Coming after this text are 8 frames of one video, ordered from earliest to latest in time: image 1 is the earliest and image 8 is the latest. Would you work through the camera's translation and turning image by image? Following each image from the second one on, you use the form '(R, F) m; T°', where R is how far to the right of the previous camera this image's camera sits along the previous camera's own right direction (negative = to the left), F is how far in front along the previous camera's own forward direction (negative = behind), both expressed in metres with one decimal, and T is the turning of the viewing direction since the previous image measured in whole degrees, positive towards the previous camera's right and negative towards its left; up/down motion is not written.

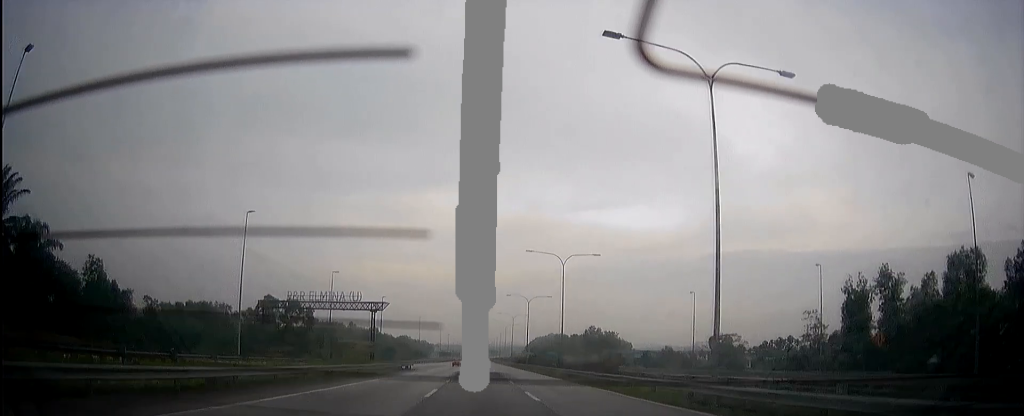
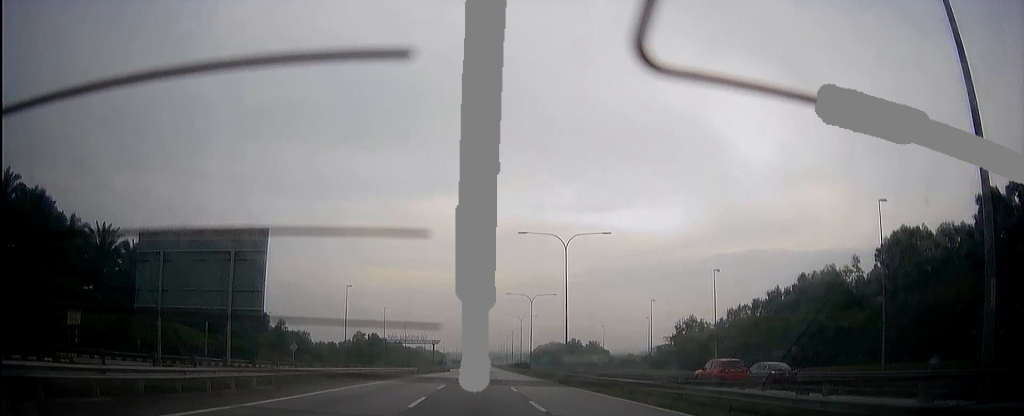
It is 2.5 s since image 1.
(+0.5, +67.7) m; +1°
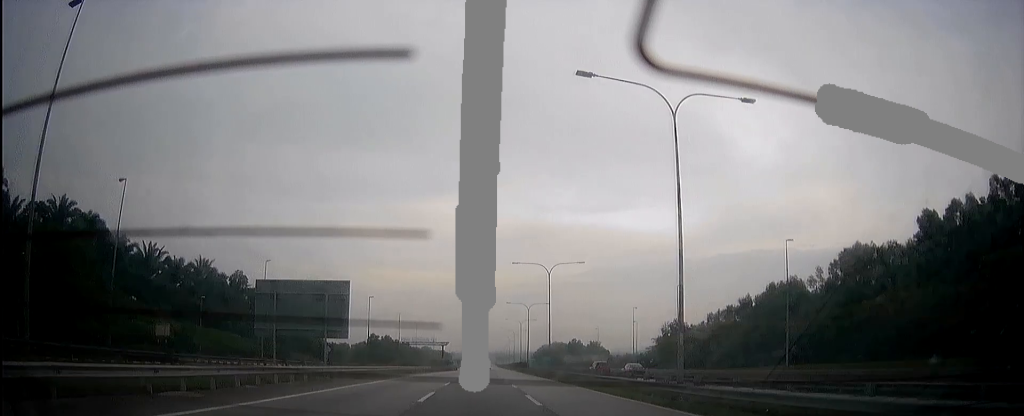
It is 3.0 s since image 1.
(0.0, +15.5) m; +1°
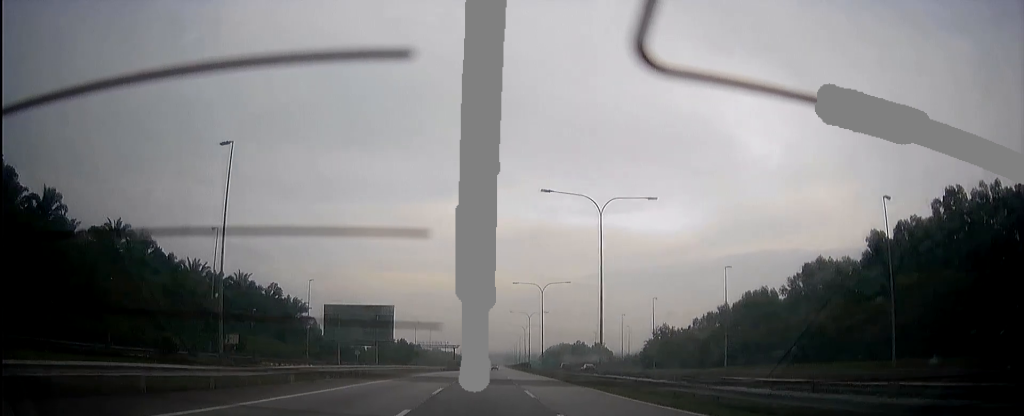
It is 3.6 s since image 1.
(+0.1, +15.5) m; +1°
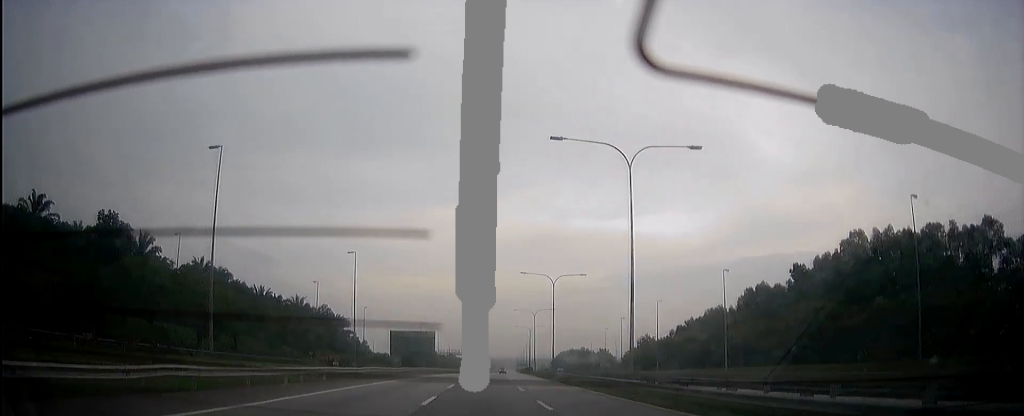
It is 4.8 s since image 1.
(+0.4, +32.0) m; +1°
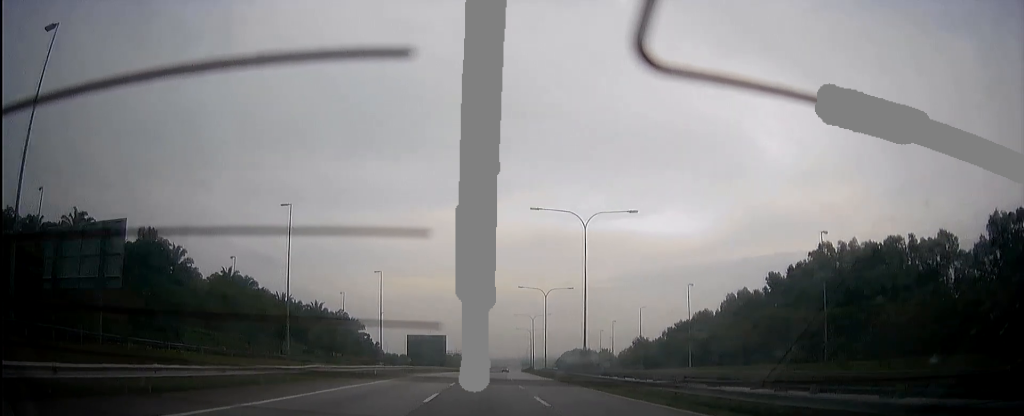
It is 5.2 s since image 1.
(0.0, +12.1) m; +1°
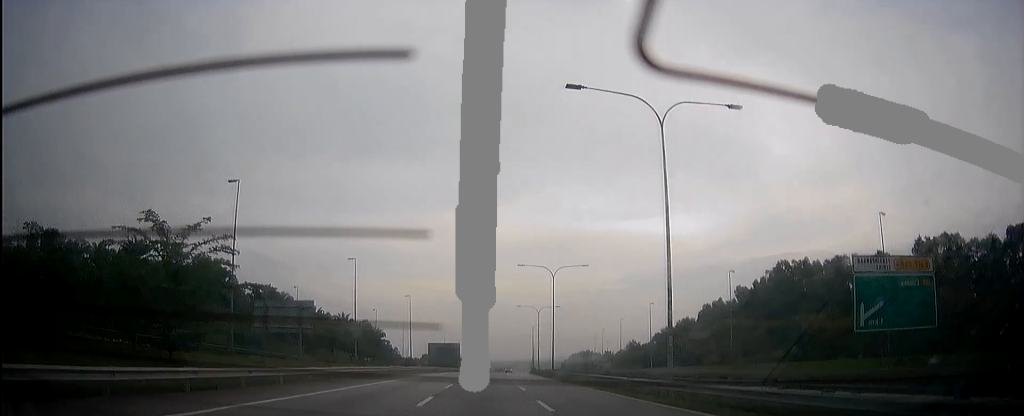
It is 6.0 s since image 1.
(+0.2, +22.1) m; +1°
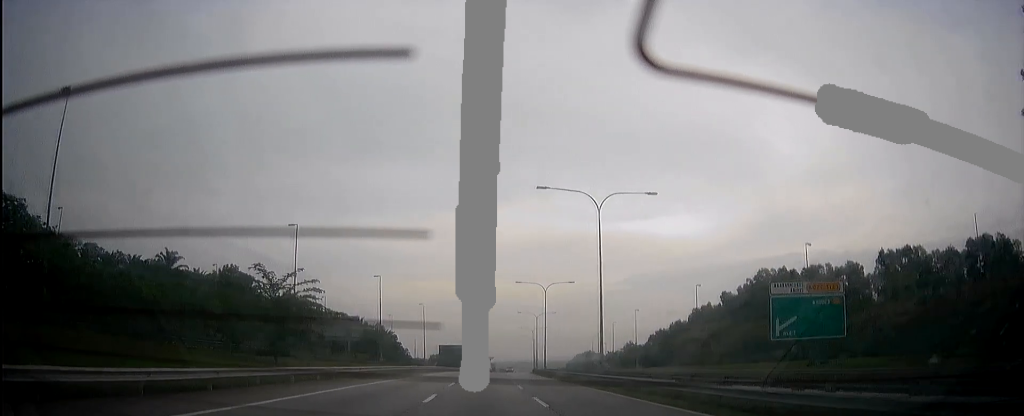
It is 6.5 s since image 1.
(+0.1, +14.4) m; +1°
